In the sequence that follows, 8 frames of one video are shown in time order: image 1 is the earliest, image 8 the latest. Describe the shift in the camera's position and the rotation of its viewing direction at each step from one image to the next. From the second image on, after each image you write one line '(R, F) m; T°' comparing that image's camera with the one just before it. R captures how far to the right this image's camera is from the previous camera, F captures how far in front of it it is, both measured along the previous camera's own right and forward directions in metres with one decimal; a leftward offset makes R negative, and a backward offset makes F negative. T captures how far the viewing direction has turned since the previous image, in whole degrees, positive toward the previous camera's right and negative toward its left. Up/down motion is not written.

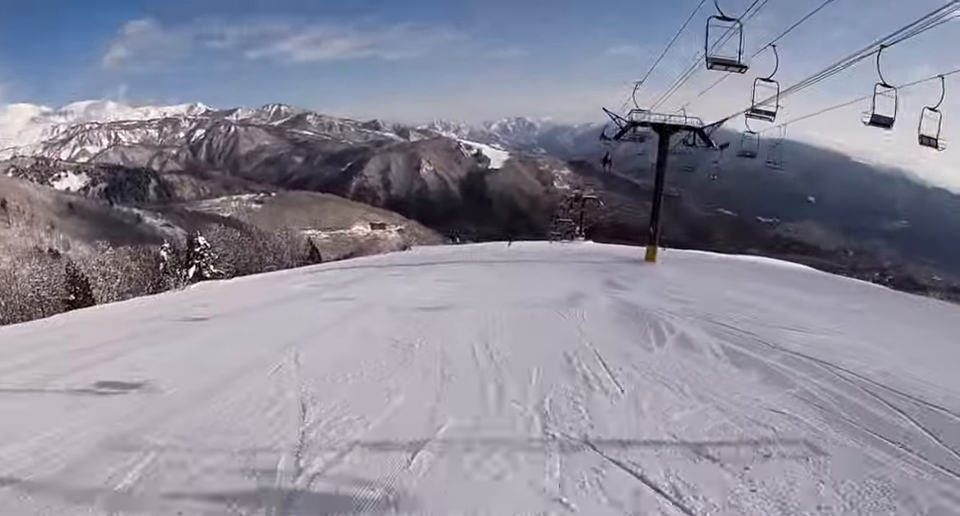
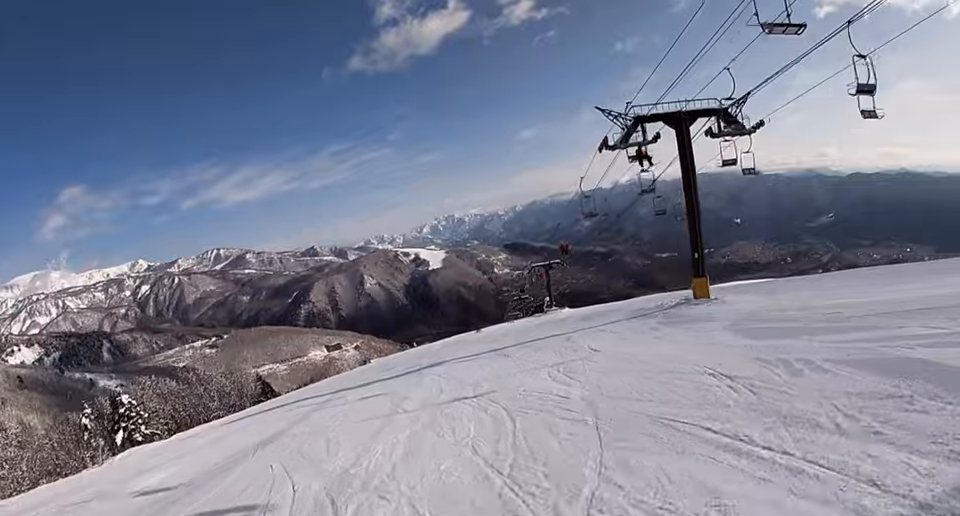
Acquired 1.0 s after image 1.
(+0.2, +13.5) m; +13°
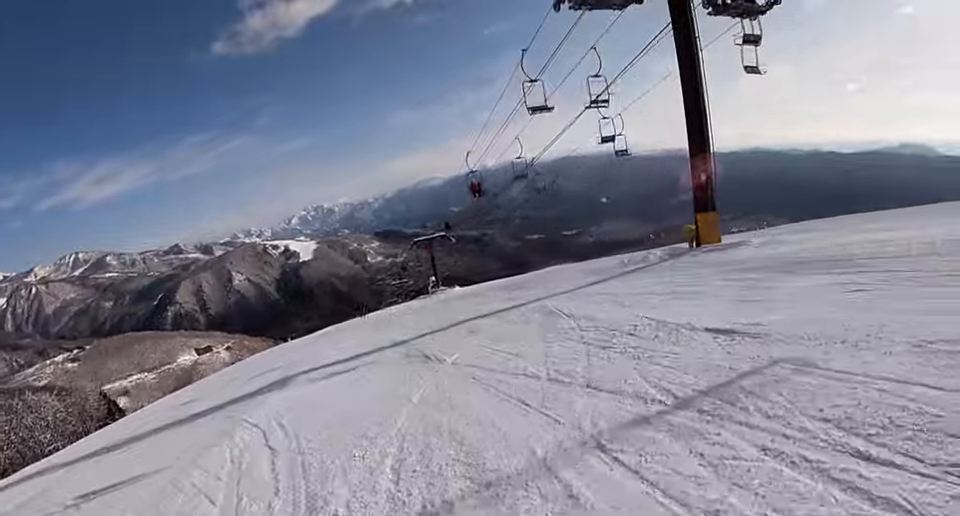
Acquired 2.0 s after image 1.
(+2.6, +11.3) m; +15°
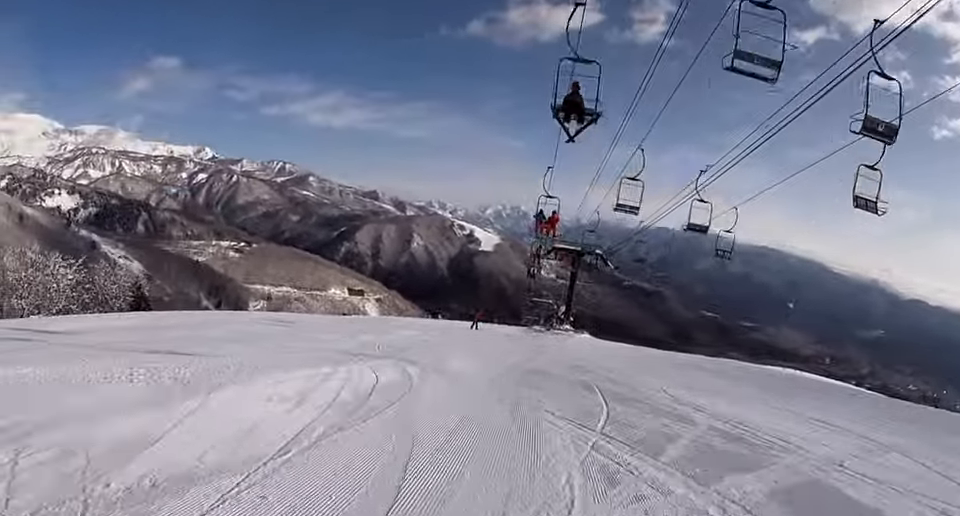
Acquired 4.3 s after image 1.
(-4.5, +27.1) m; -25°
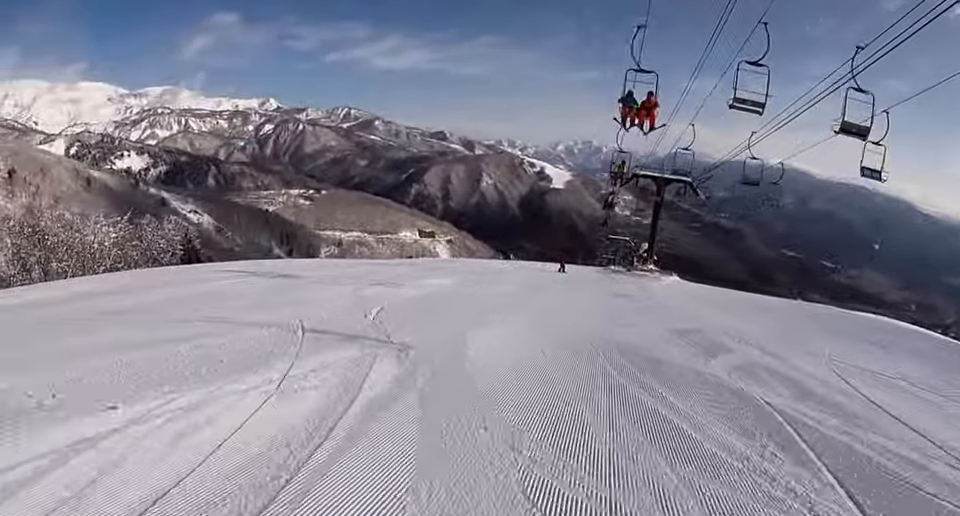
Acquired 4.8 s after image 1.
(-0.6, +5.8) m; -1°
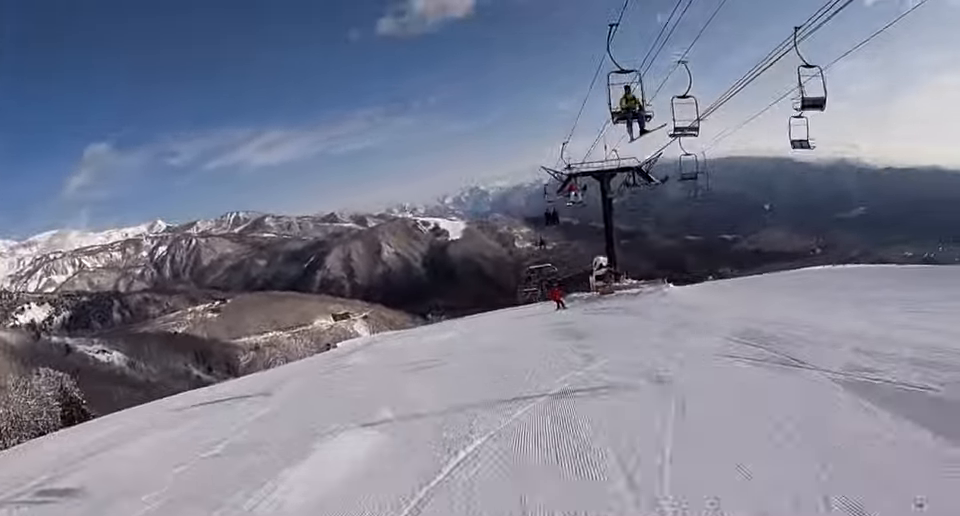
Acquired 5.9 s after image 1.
(+0.6, +12.0) m; +9°
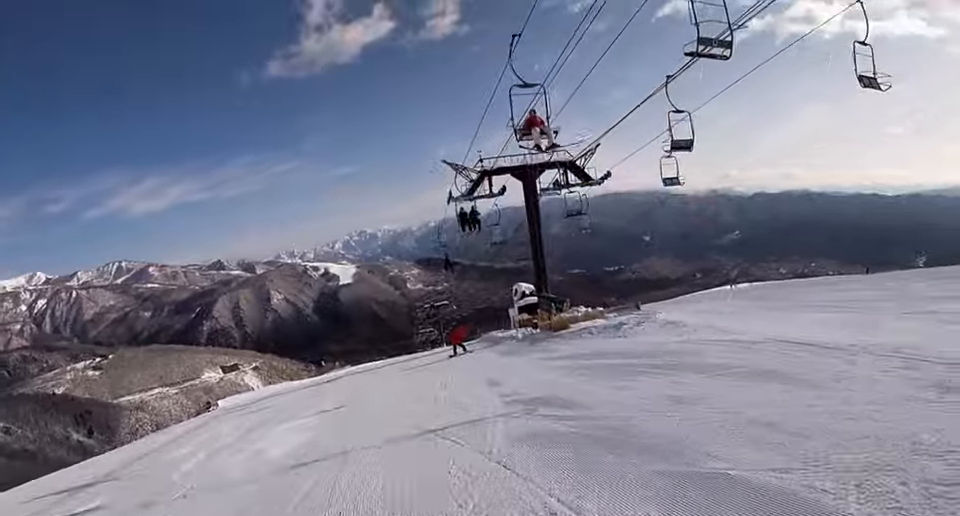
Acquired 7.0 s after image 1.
(+1.0, +11.0) m; -3°
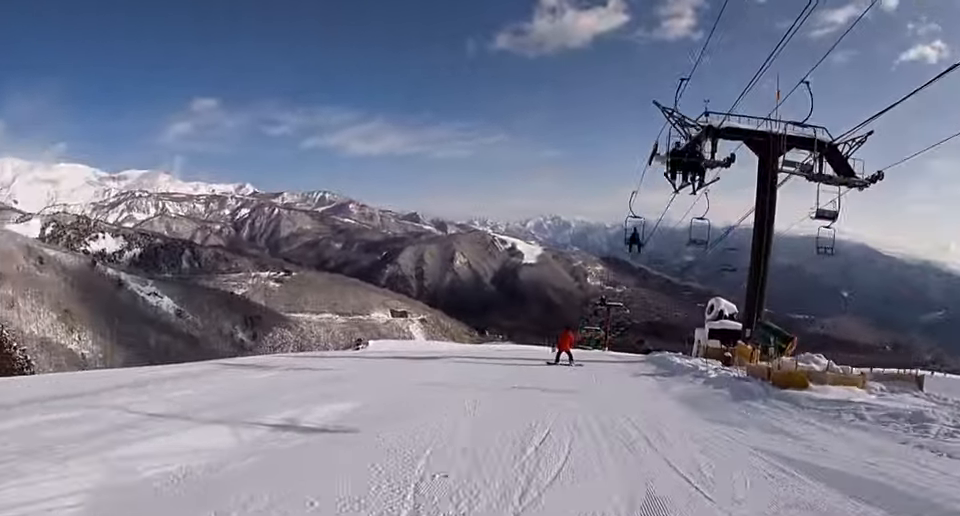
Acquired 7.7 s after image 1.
(-1.2, +7.2) m; -12°
